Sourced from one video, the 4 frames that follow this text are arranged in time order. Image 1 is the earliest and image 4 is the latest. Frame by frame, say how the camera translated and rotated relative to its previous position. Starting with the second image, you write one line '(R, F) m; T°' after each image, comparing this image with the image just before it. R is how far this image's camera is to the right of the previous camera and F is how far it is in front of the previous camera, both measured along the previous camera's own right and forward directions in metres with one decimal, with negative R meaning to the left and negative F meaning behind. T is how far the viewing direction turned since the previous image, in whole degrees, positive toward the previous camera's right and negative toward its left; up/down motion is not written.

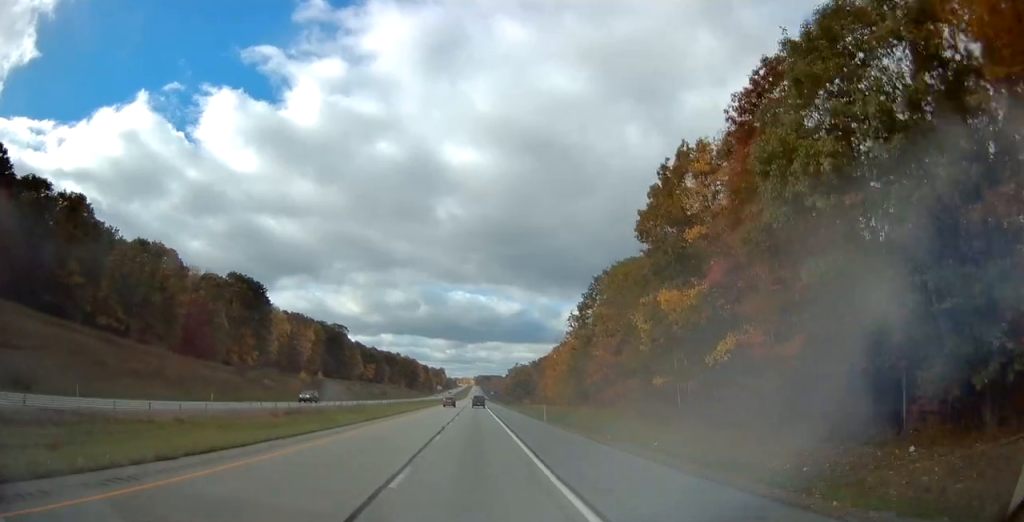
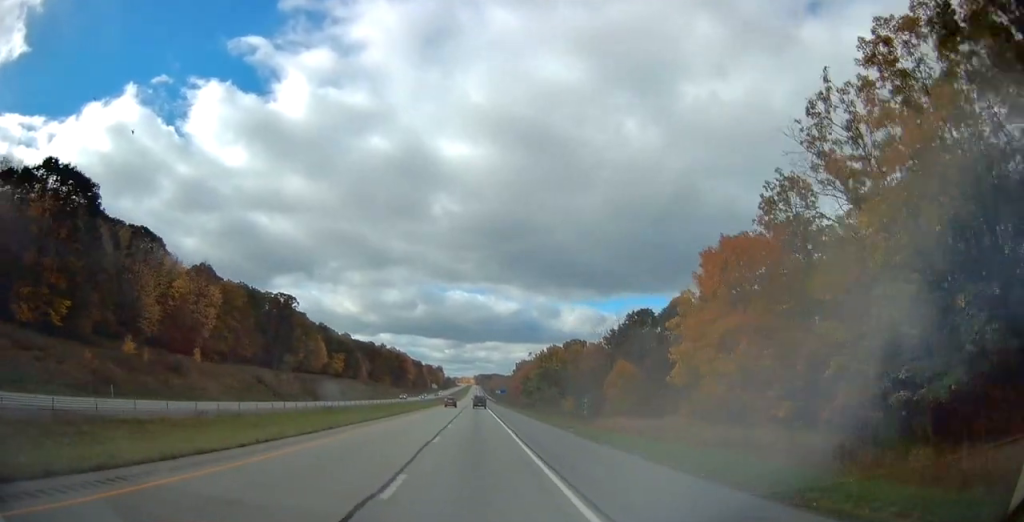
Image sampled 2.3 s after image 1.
(+0.1, +74.4) m; 0°
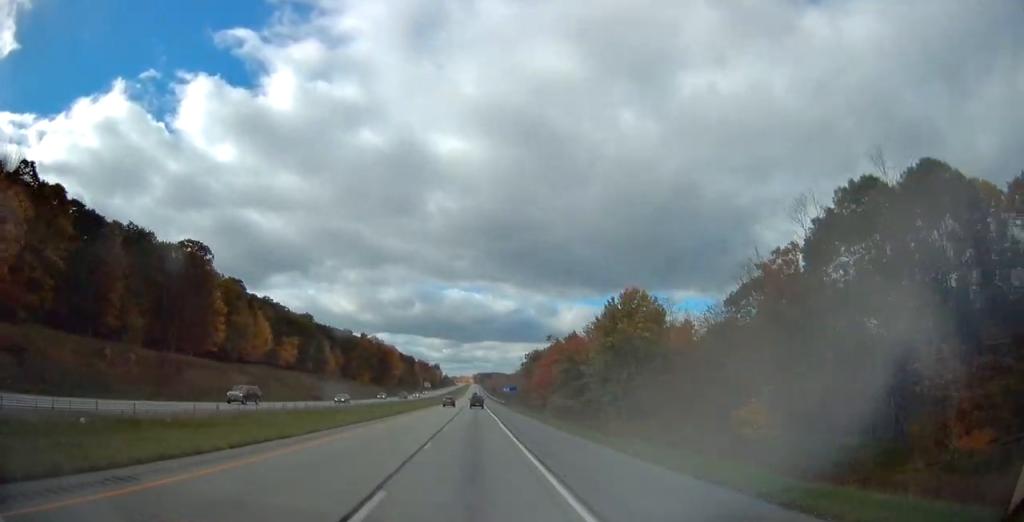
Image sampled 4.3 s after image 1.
(+0.1, +63.7) m; 0°
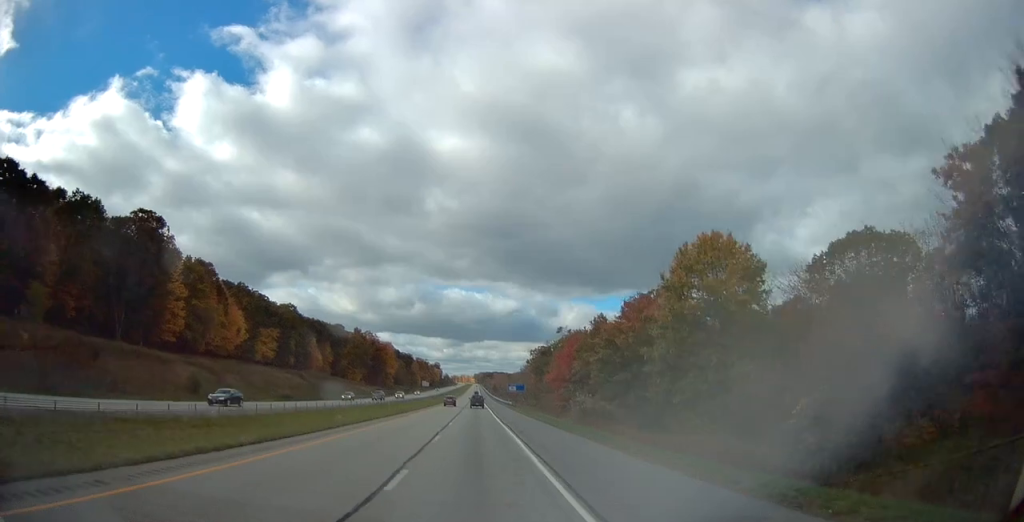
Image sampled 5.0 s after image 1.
(+0.1, +21.2) m; 0°
